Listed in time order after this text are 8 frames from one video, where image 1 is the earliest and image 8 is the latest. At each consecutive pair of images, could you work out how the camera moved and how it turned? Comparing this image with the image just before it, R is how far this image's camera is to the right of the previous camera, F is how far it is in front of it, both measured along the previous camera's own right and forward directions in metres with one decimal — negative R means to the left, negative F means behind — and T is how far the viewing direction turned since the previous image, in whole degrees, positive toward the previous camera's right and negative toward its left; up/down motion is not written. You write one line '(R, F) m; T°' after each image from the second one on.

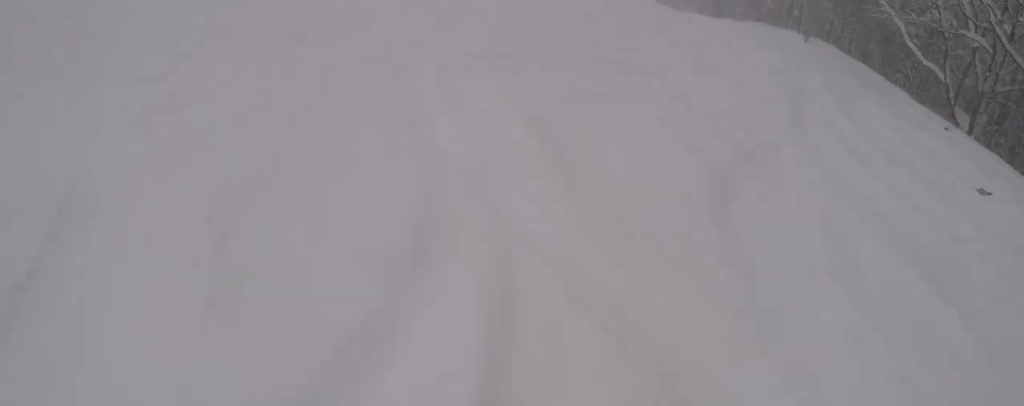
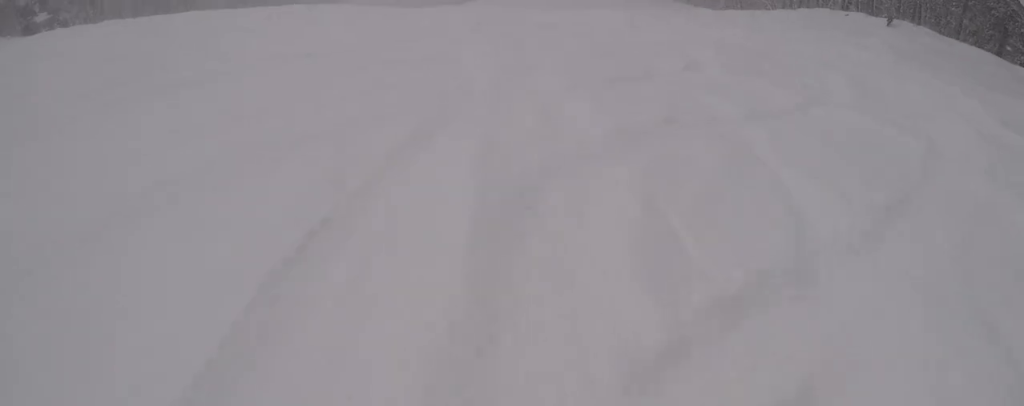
(-0.5, +5.3) m; -4°
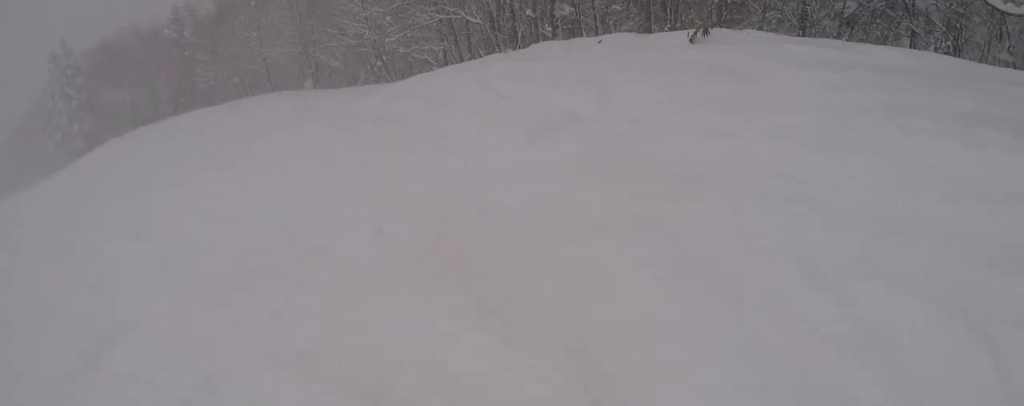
(+0.7, +10.8) m; +16°
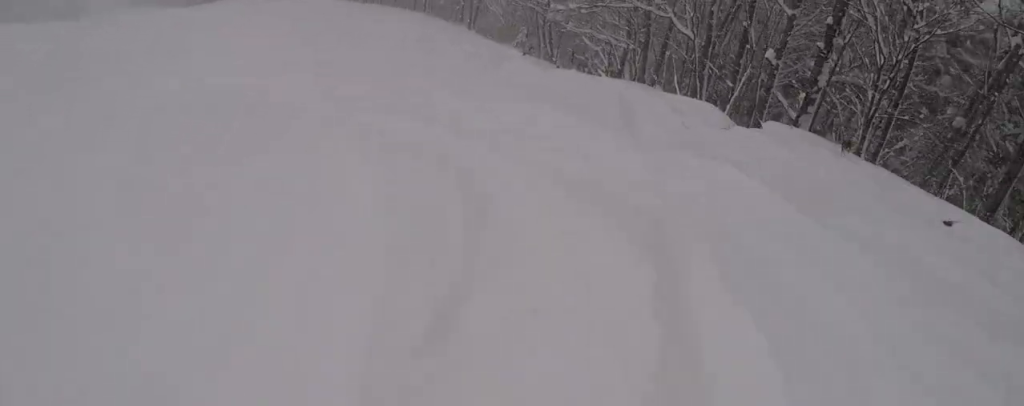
(+1.2, +9.1) m; +8°
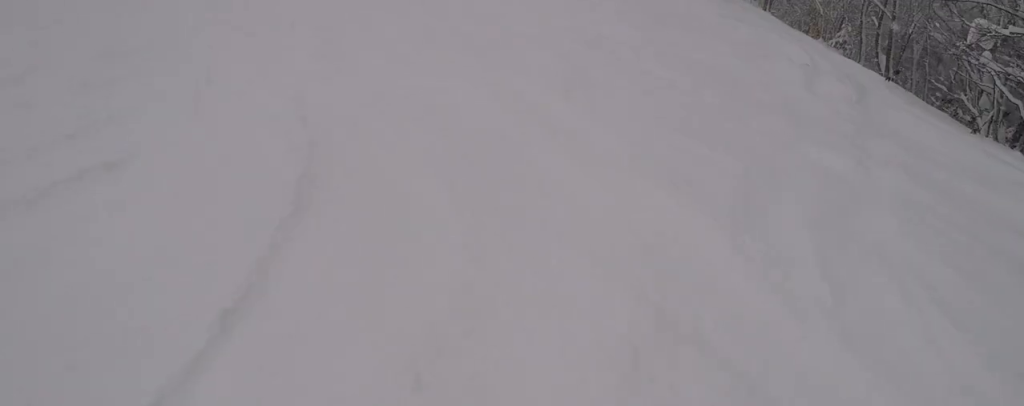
(-1.2, +8.9) m; -23°
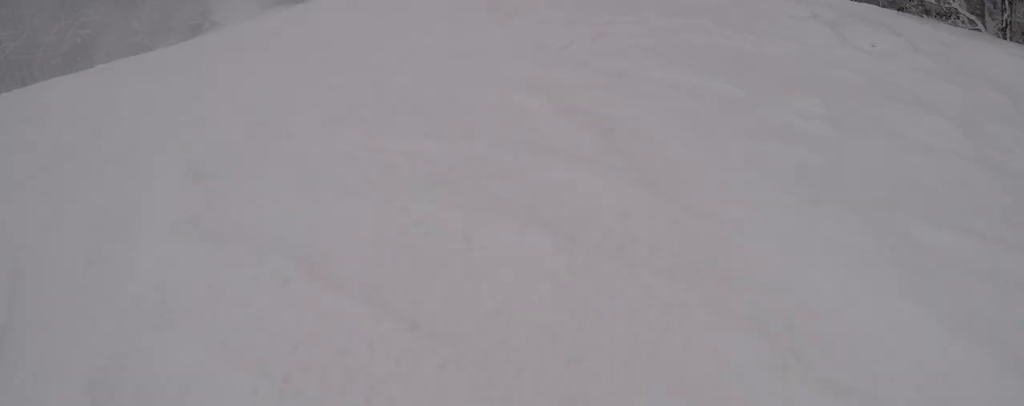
(-0.8, +4.1) m; -10°
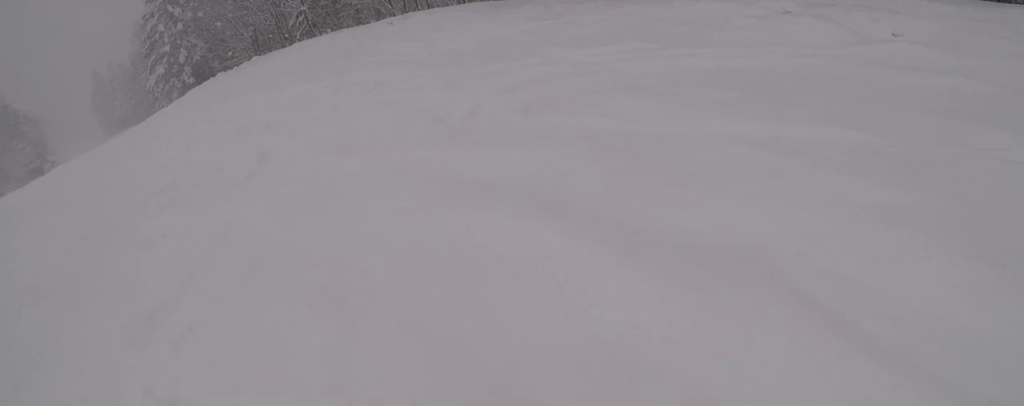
(0.0, +4.0) m; +6°
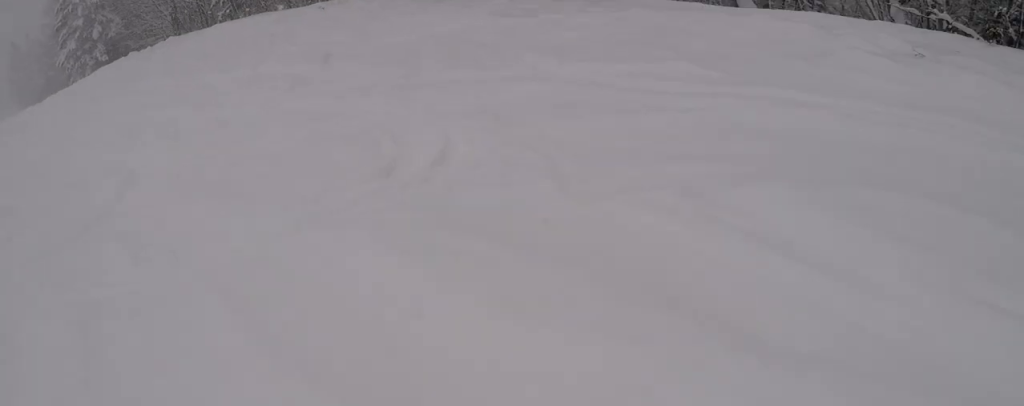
(-0.1, +3.9) m; +5°
